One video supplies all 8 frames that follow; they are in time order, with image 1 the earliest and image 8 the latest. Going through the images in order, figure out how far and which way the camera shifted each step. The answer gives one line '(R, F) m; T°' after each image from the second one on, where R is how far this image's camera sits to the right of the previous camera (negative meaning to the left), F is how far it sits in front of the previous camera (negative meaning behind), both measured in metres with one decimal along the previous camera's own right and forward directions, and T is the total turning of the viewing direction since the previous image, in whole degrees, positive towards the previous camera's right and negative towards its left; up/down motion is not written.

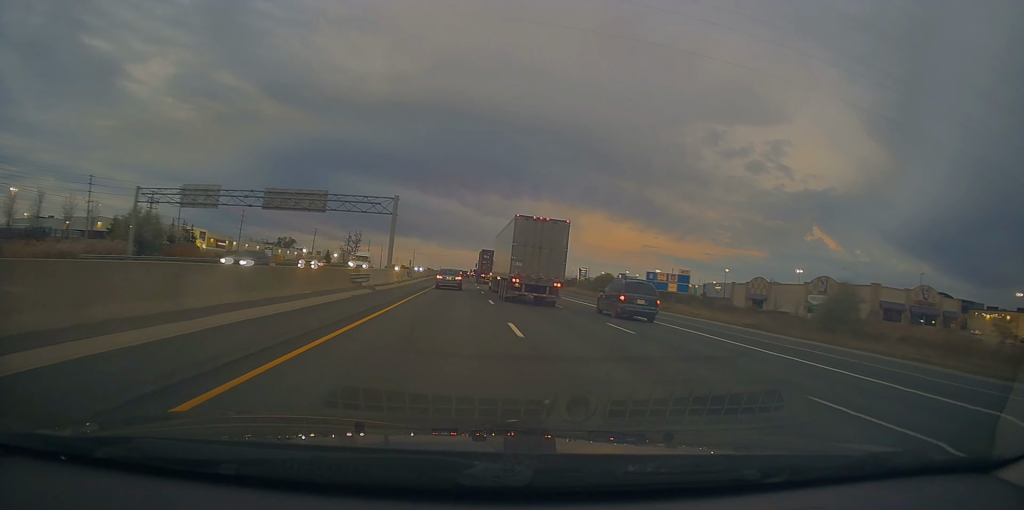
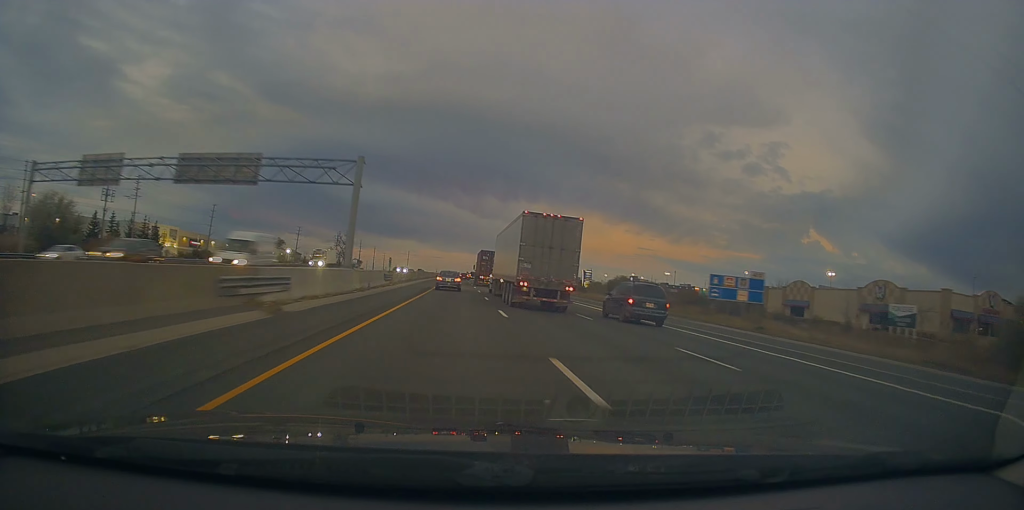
(+0.1, +18.3) m; +1°
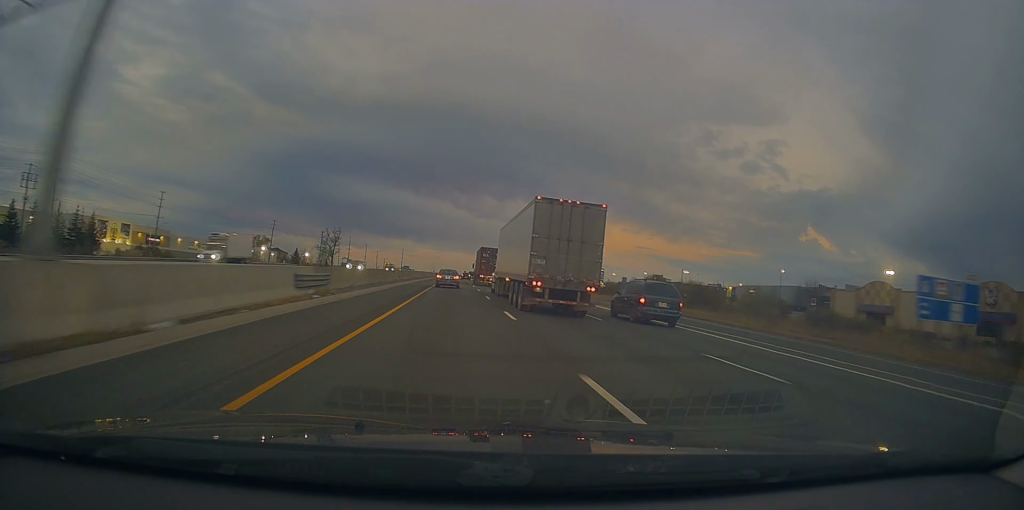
(+0.2, +25.8) m; +1°
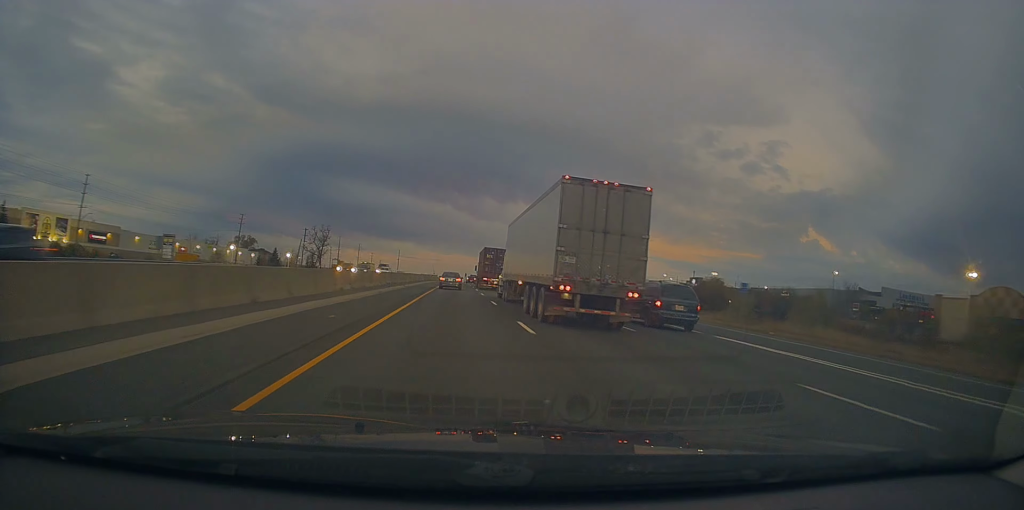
(+0.2, +27.9) m; +1°
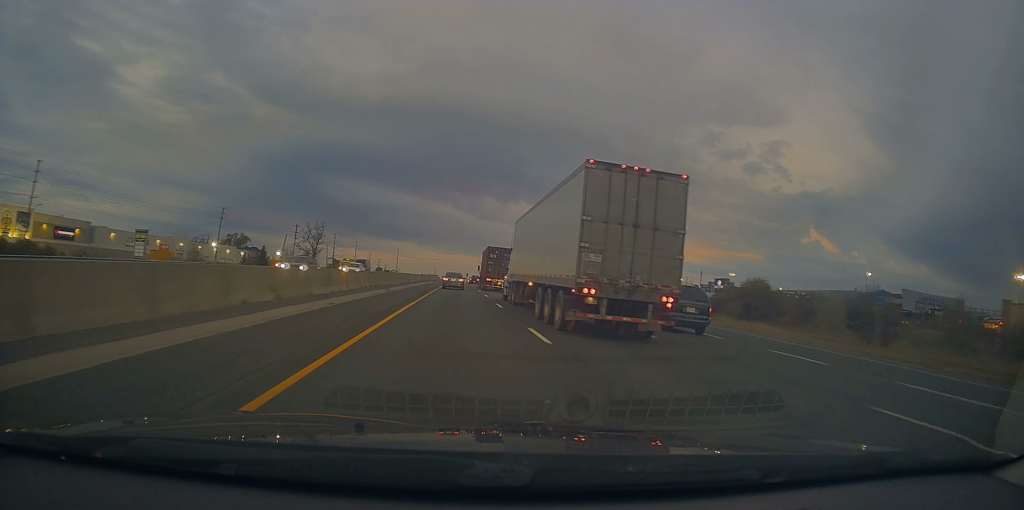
(-0.1, +13.9) m; 0°
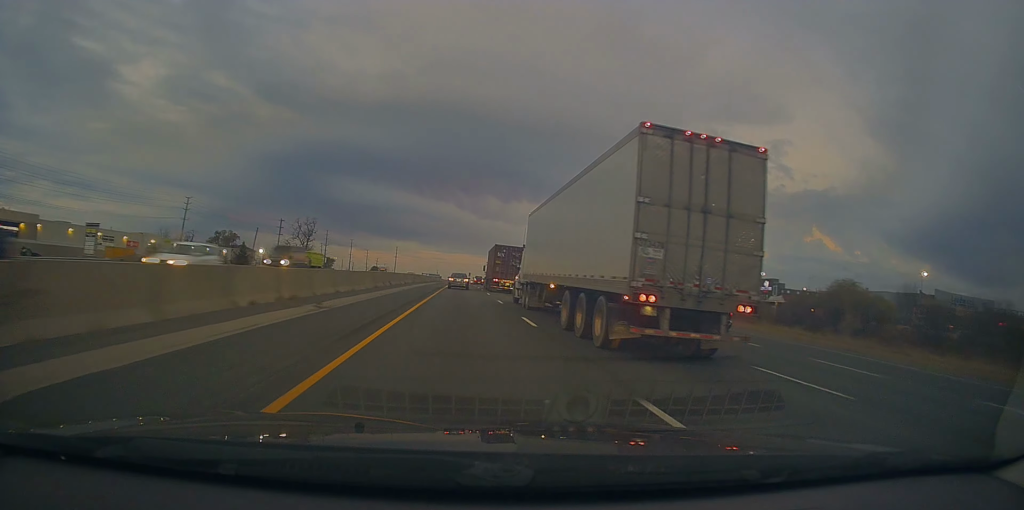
(+0.2, +20.4) m; 0°
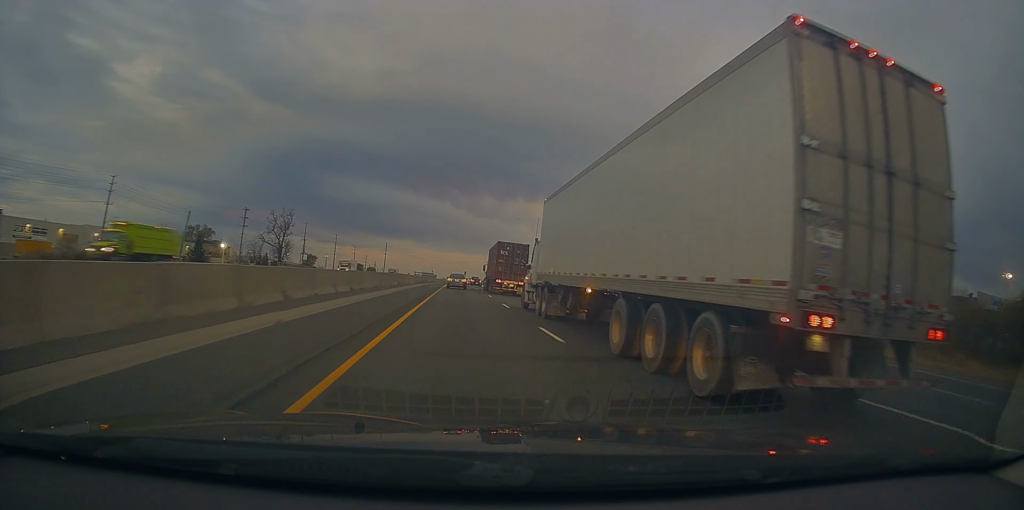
(+0.1, +27.9) m; 0°
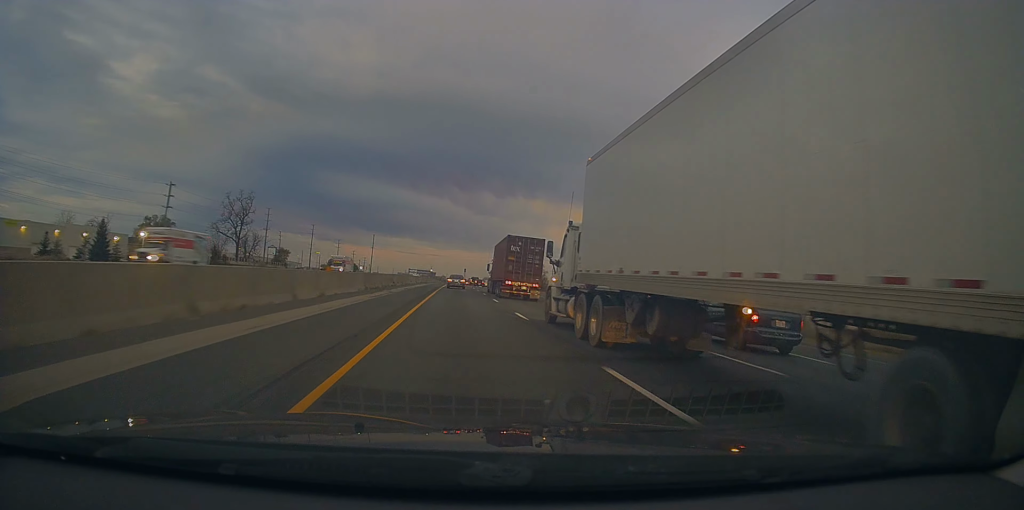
(-0.4, +43.0) m; -1°
